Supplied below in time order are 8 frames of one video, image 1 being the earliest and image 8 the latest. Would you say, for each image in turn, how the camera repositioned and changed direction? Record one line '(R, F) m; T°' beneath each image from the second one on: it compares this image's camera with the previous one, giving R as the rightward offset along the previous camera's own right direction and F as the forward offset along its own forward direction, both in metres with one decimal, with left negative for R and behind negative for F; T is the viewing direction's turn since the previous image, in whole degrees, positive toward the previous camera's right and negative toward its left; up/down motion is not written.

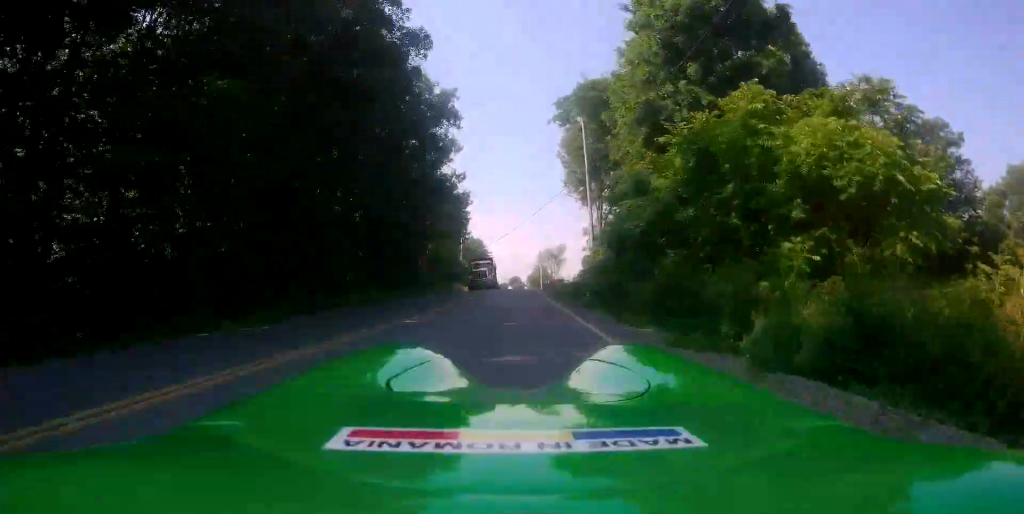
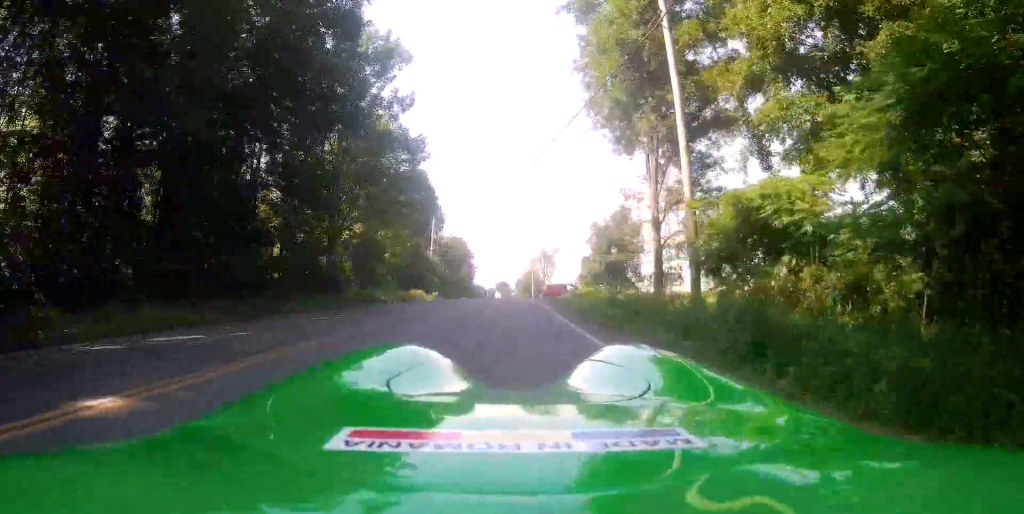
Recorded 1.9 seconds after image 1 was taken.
(-0.5, +22.8) m; -2°
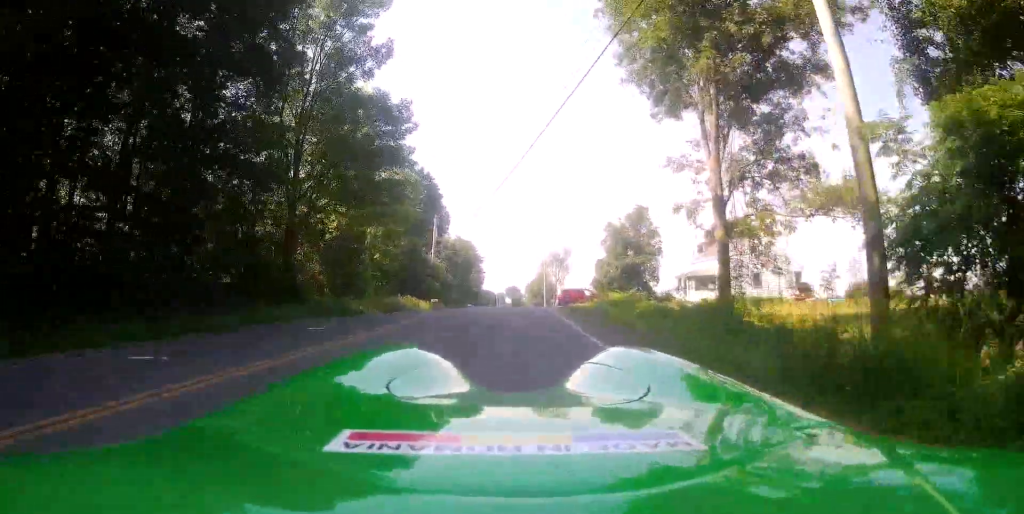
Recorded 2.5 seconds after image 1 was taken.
(-0.2, +7.5) m; +1°
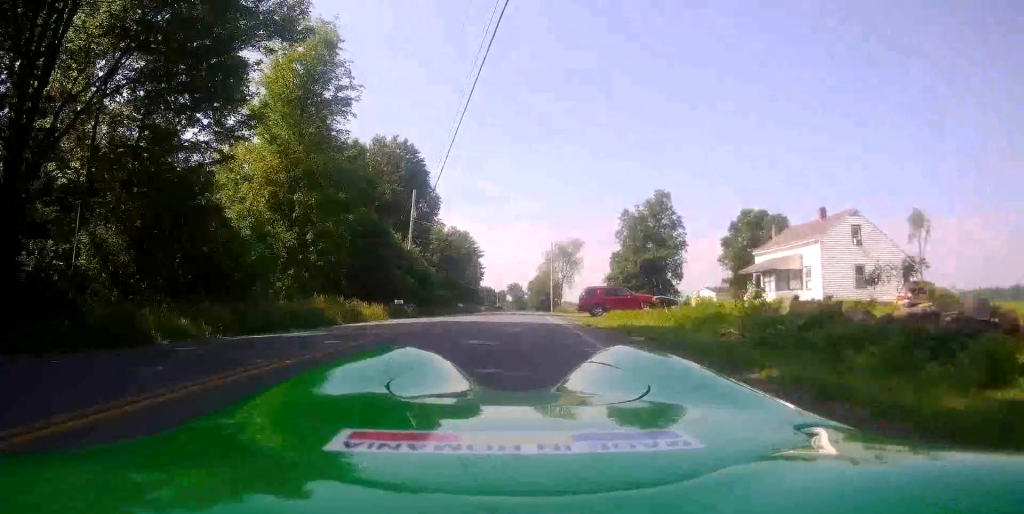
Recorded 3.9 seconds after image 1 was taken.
(+0.9, +16.0) m; +2°
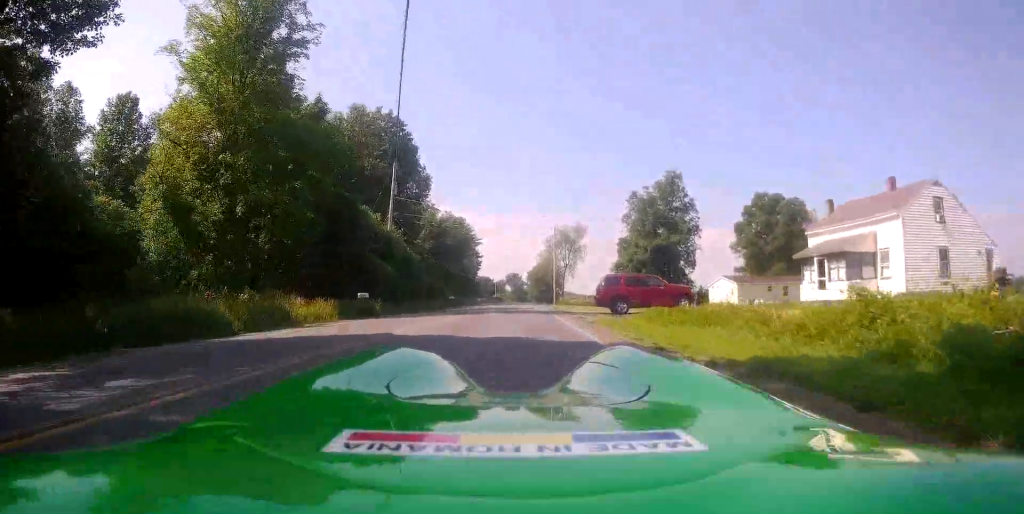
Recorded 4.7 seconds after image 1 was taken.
(-0.1, +8.6) m; -1°
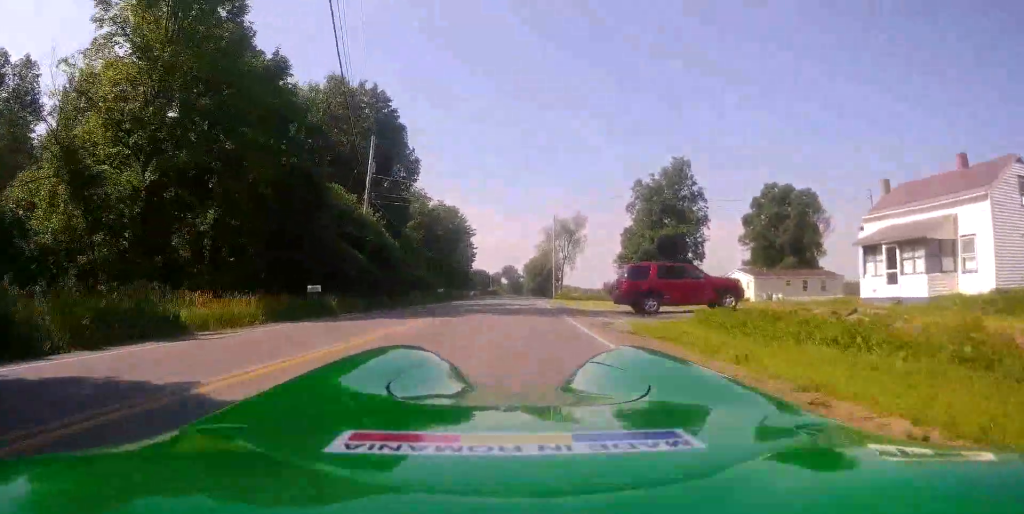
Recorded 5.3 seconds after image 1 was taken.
(-0.2, +6.2) m; 0°
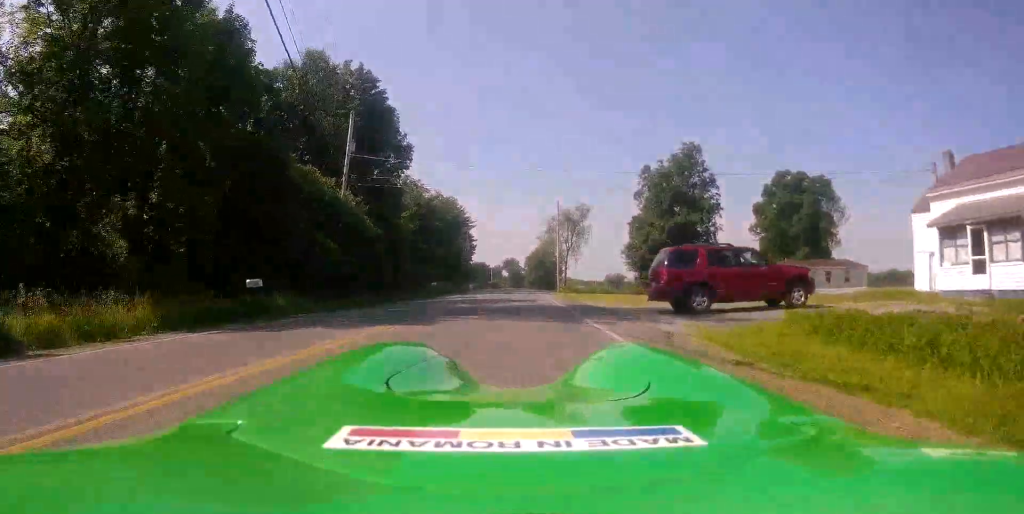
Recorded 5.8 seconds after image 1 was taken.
(+0.1, +5.2) m; +1°
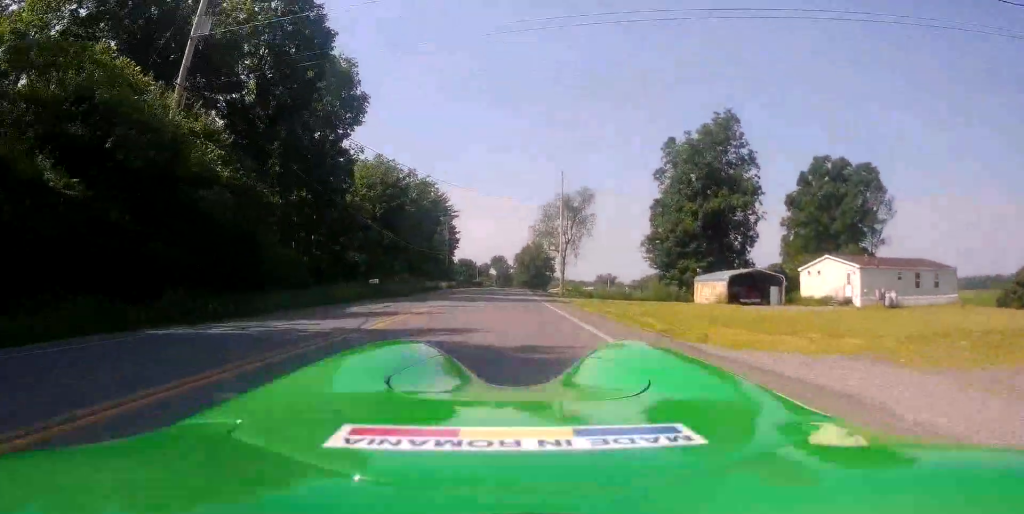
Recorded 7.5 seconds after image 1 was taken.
(+0.4, +17.9) m; +1°
